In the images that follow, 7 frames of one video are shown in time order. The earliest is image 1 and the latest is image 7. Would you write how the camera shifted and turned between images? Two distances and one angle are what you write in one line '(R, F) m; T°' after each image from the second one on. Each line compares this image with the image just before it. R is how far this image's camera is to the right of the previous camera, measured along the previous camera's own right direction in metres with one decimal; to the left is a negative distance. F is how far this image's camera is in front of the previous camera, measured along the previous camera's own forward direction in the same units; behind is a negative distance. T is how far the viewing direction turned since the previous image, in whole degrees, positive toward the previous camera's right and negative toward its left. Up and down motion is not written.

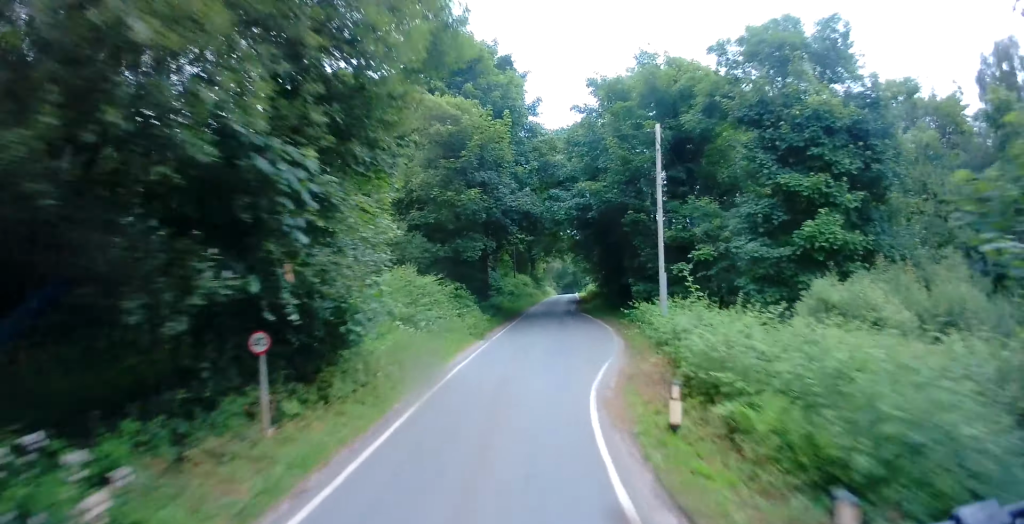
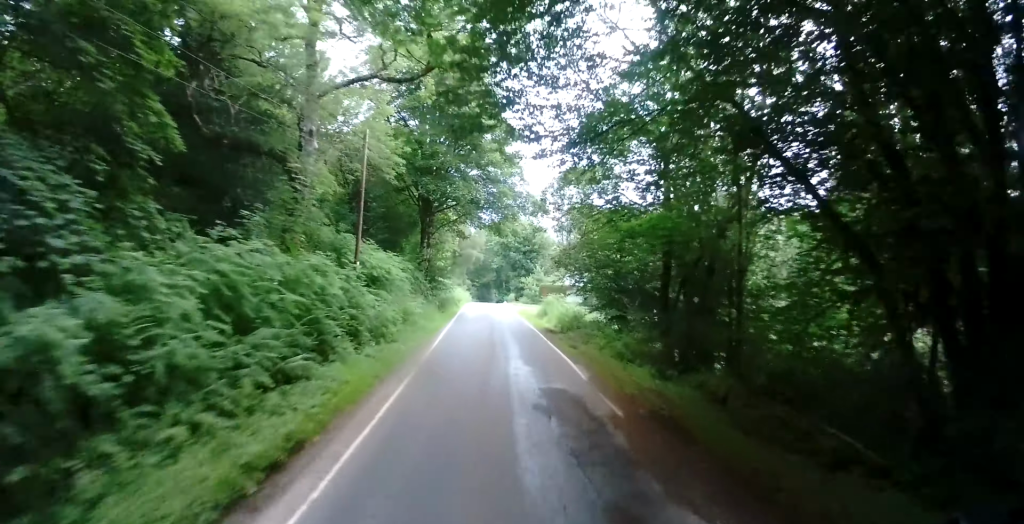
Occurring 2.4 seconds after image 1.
(+1.1, +46.6) m; +2°
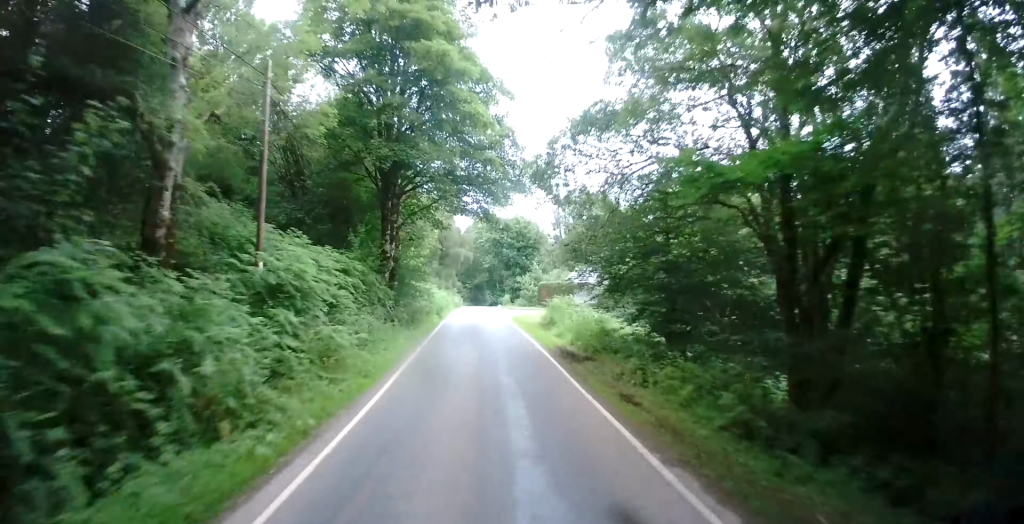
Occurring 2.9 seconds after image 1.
(-0.1, +8.8) m; +2°
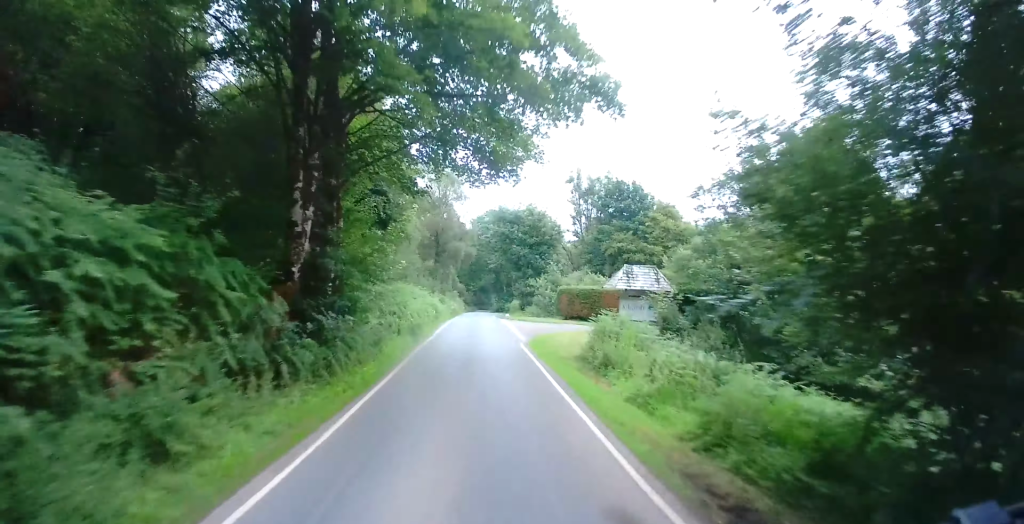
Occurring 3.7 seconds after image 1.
(+1.1, +12.1) m; +5°
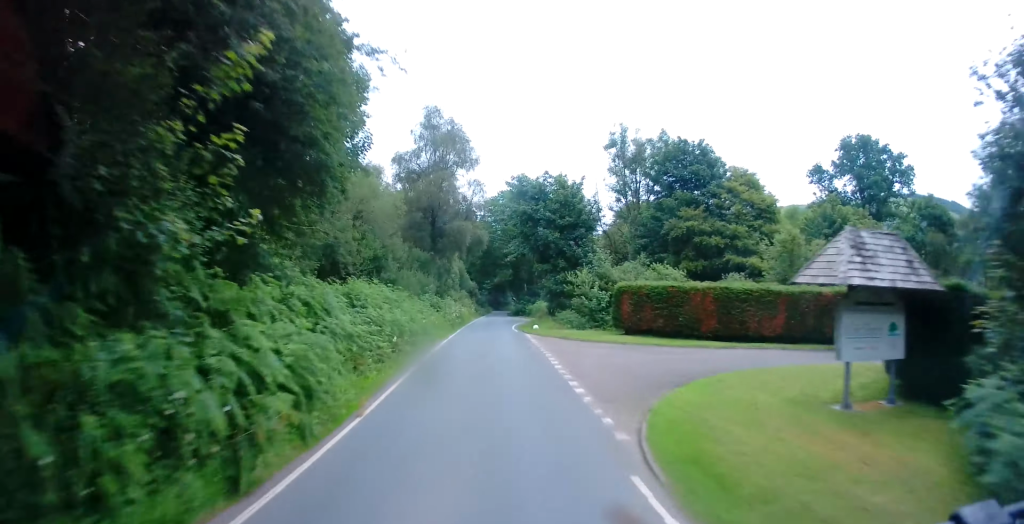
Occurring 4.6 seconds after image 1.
(+0.2, +15.8) m; +2°
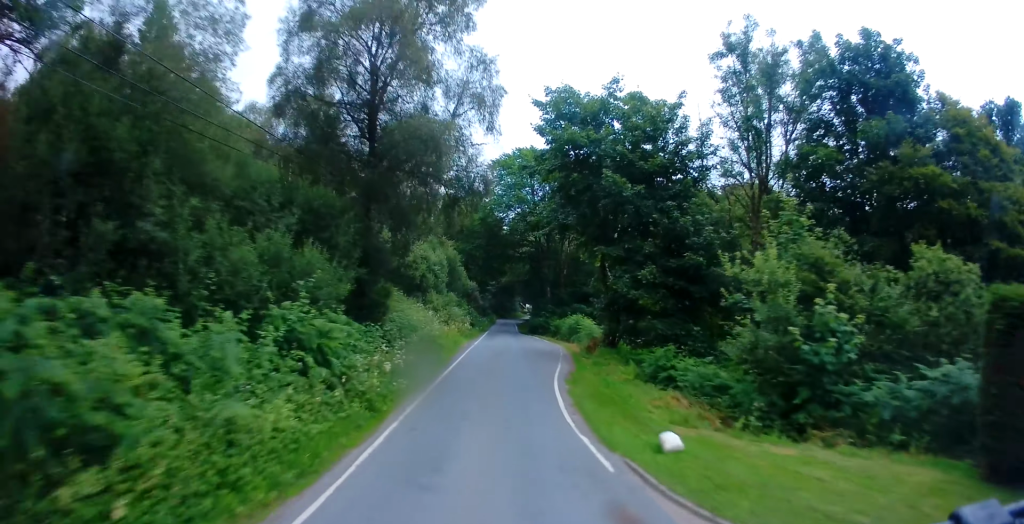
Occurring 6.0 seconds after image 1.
(+0.2, +23.3) m; -1°
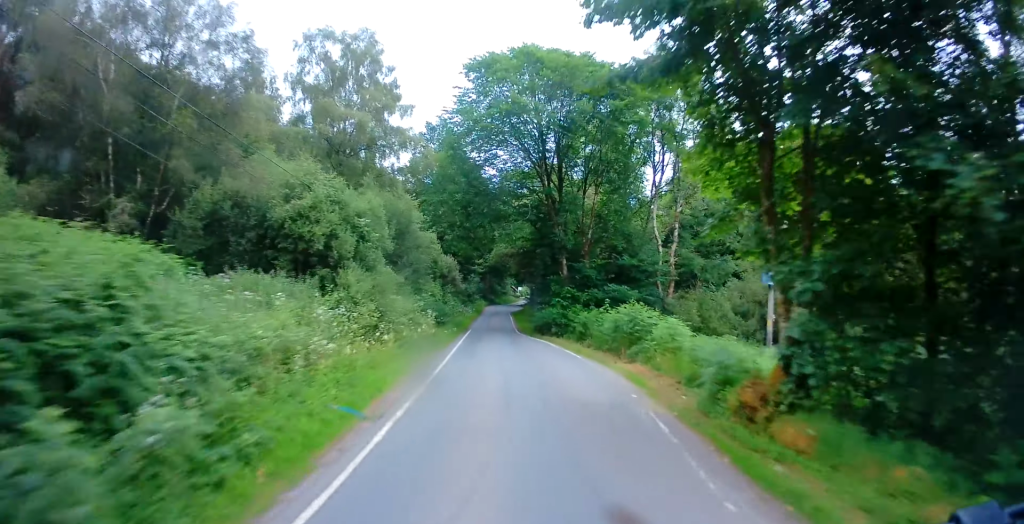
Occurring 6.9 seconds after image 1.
(-0.4, +17.9) m; -1°
